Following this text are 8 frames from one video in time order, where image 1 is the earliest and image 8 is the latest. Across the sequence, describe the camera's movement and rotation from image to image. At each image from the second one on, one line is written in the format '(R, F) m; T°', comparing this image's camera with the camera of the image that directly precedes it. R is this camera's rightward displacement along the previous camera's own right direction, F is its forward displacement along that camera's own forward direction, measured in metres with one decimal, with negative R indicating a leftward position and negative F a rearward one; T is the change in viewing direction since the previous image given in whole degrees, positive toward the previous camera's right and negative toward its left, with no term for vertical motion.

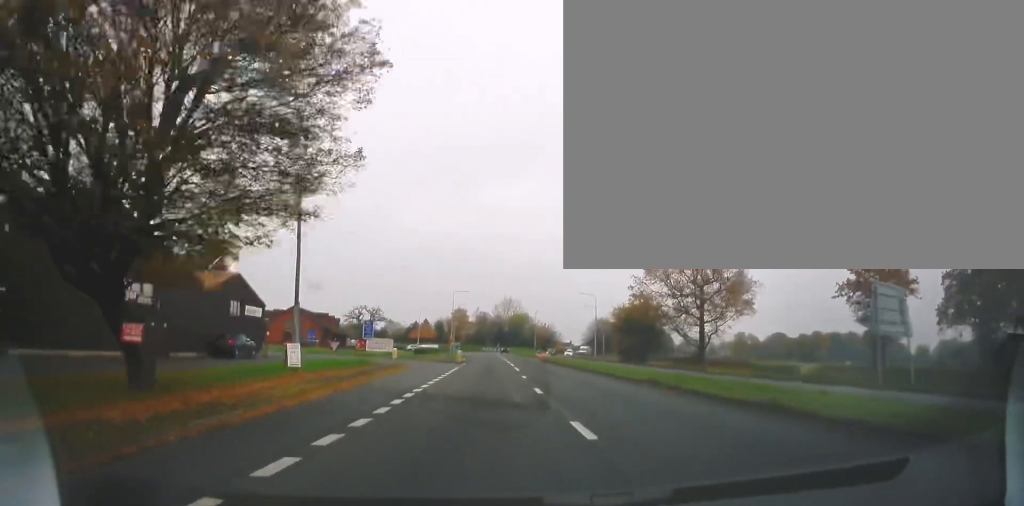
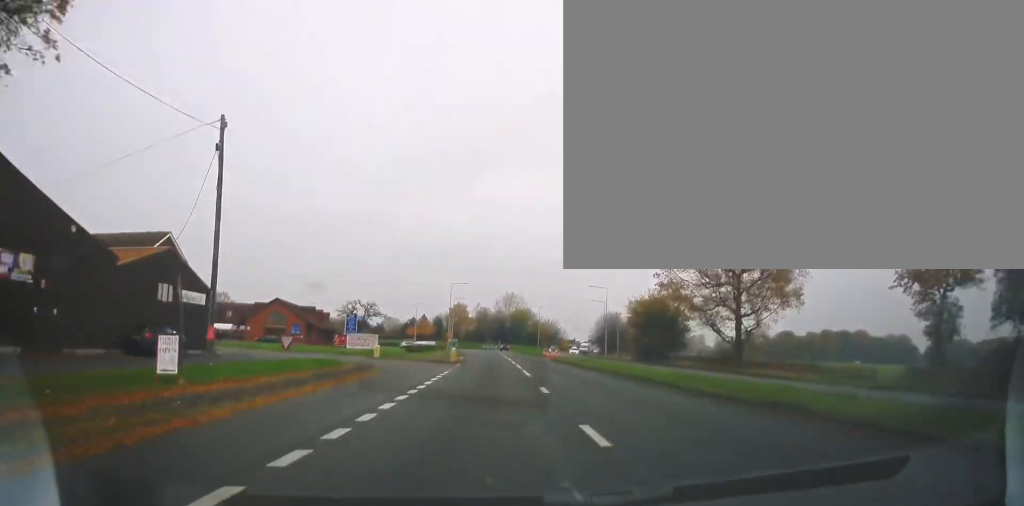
(-0.2, +9.6) m; 0°
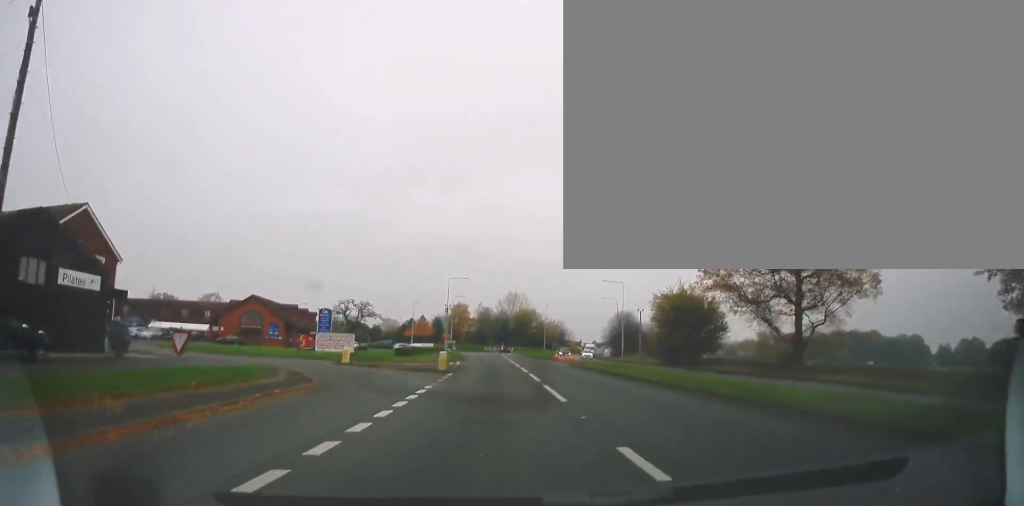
(0.0, +11.1) m; 0°
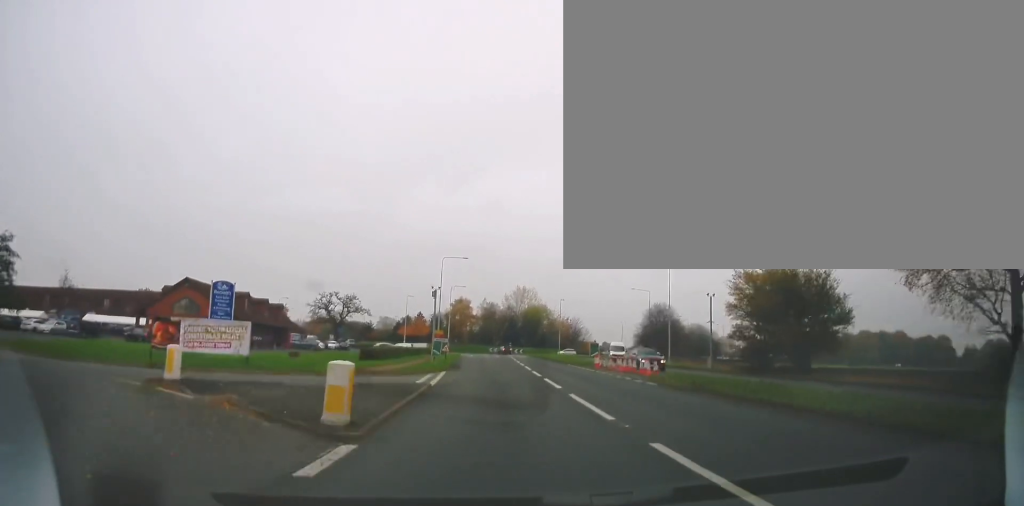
(-0.1, +22.0) m; -1°
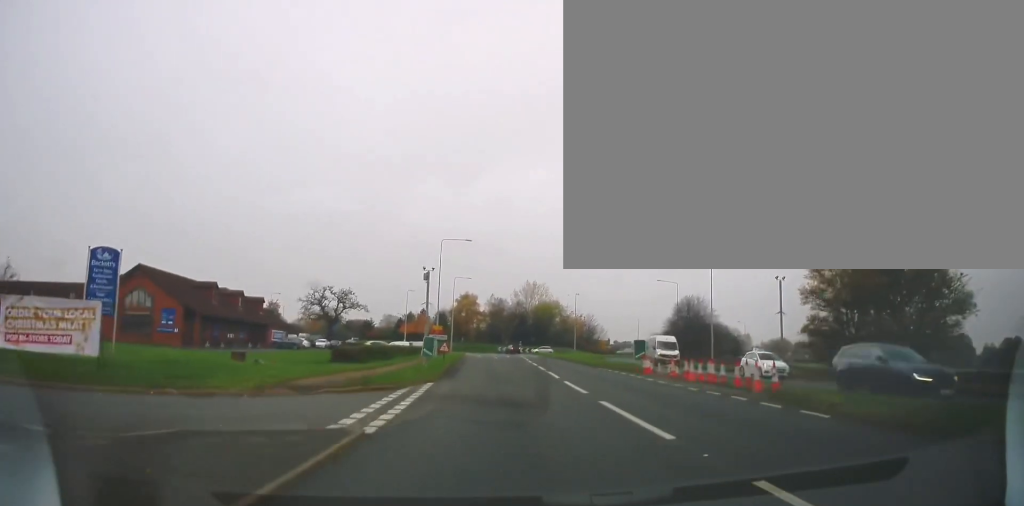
(-0.1, +12.3) m; -1°
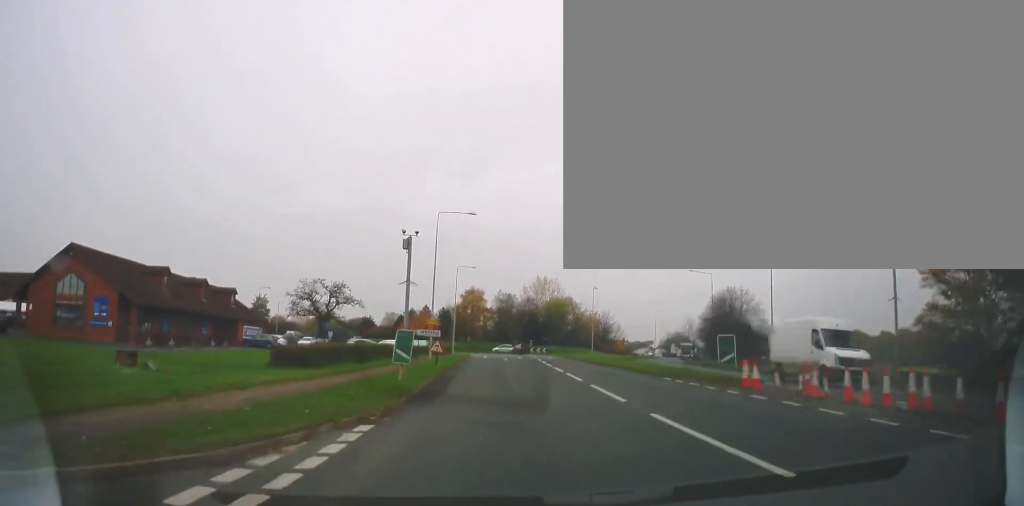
(+0.1, +11.7) m; -1°
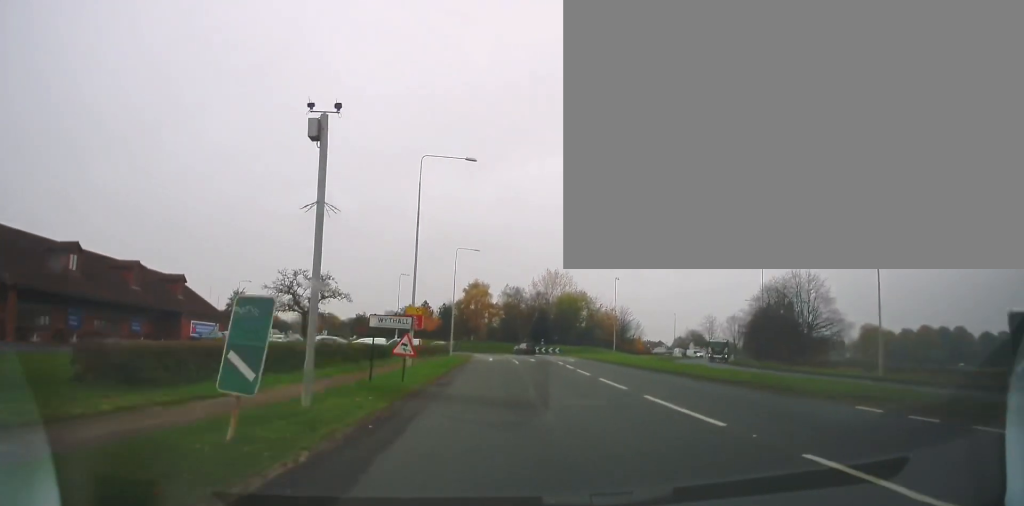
(-0.4, +14.7) m; -1°
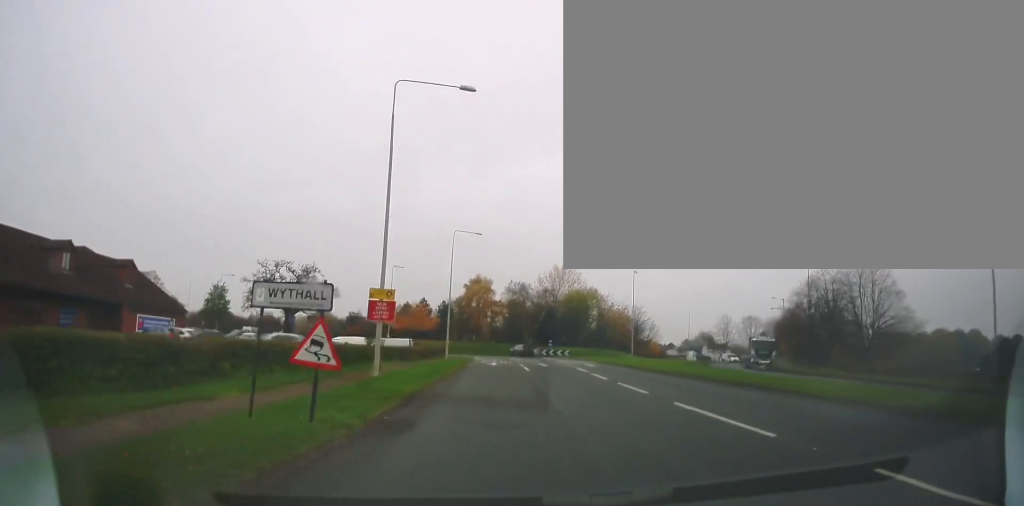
(+0.3, +10.4) m; -1°
